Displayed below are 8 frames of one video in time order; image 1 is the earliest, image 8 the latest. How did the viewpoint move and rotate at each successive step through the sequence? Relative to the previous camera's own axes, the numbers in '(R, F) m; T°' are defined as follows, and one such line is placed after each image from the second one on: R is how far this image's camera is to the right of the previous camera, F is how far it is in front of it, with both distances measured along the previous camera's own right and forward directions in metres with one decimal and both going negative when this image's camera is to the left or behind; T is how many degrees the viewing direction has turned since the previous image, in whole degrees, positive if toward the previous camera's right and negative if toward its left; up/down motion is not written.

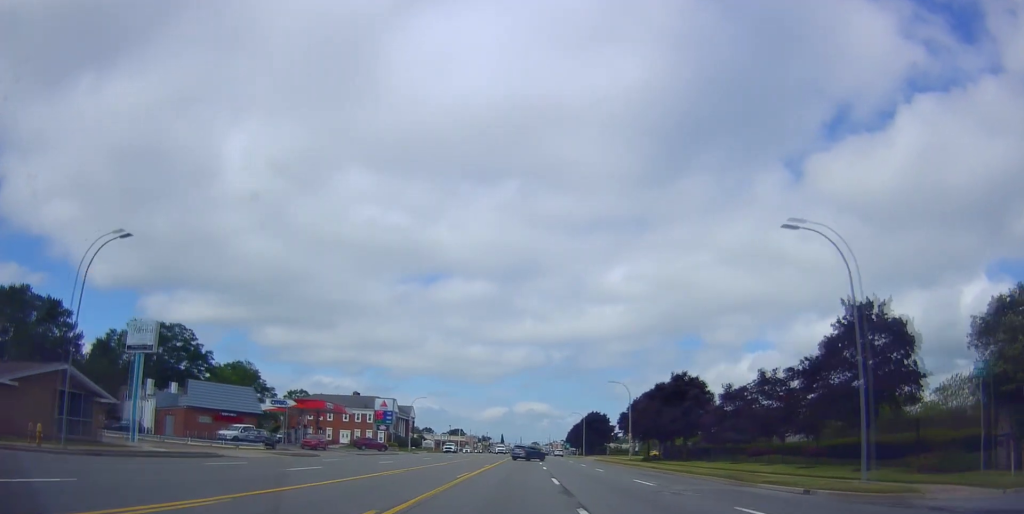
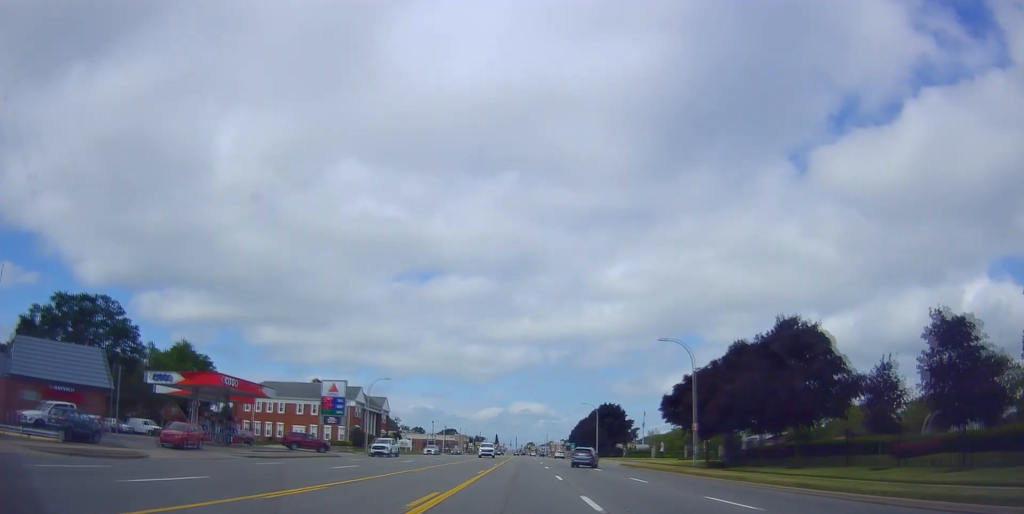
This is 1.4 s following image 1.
(-0.3, +24.9) m; -2°
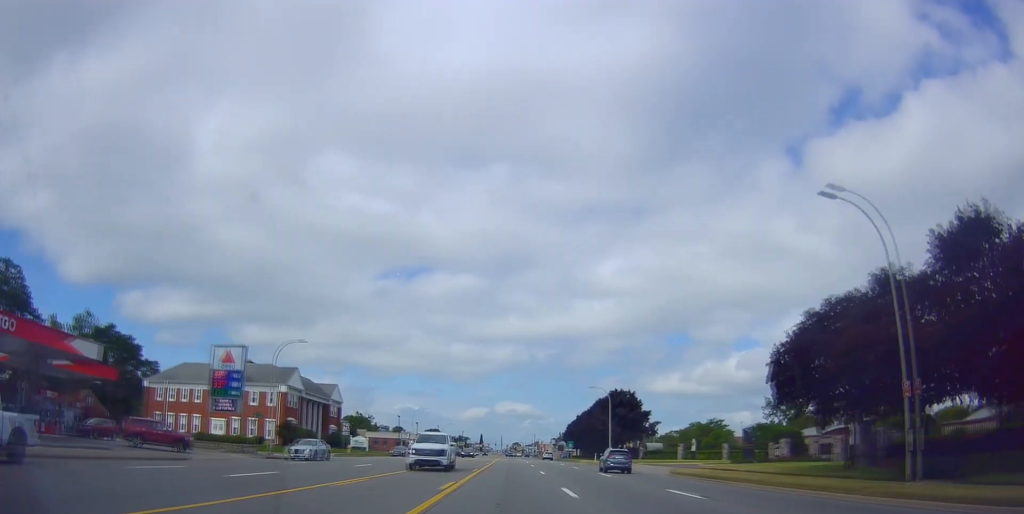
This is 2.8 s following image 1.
(+0.4, +24.4) m; +2°
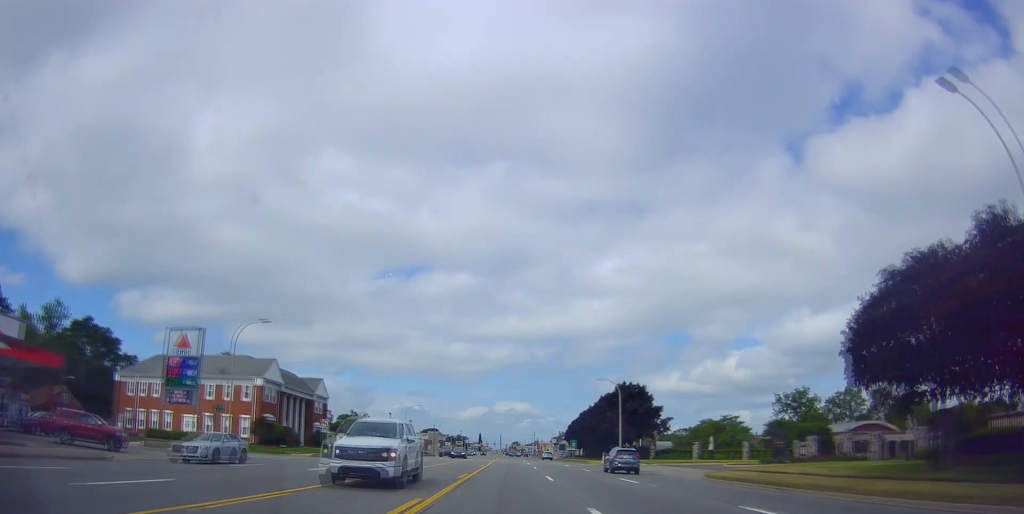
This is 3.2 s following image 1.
(+0.1, +7.0) m; +1°
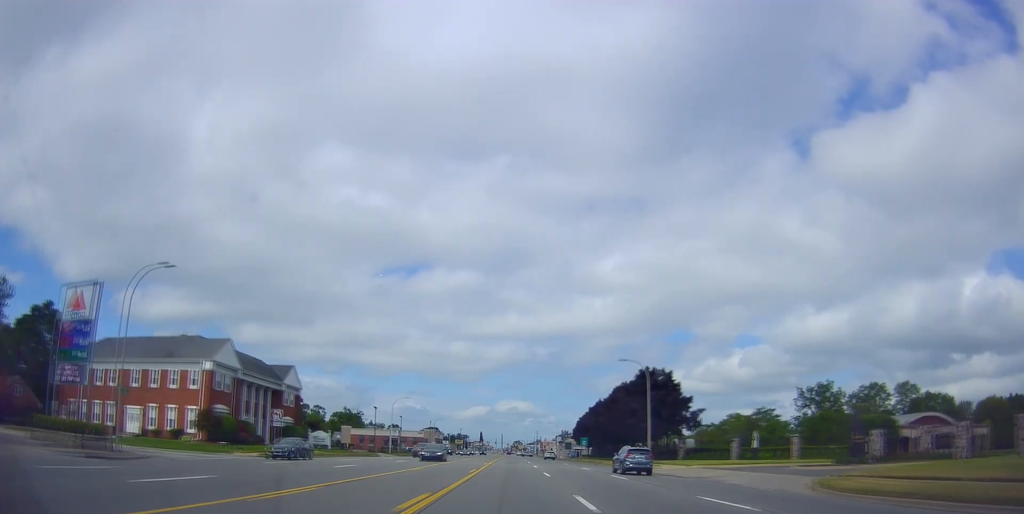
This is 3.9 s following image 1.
(+0.1, +12.4) m; 0°
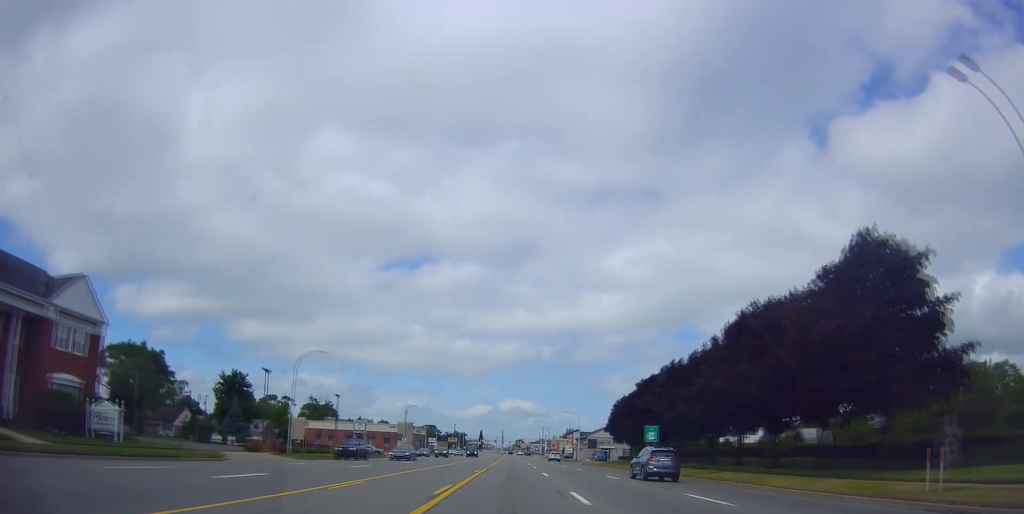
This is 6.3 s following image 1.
(-0.5, +42.1) m; 0°
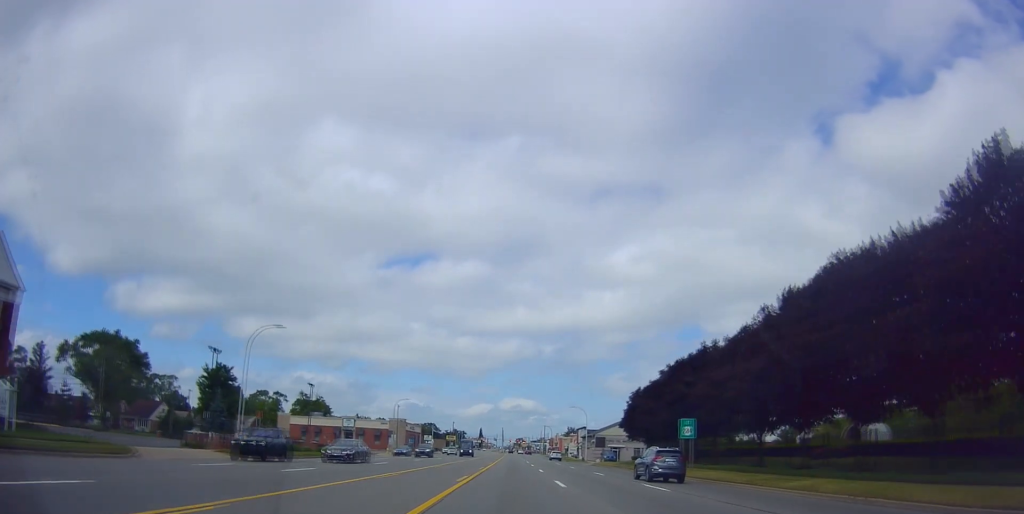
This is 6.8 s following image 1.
(+0.1, +9.9) m; 0°
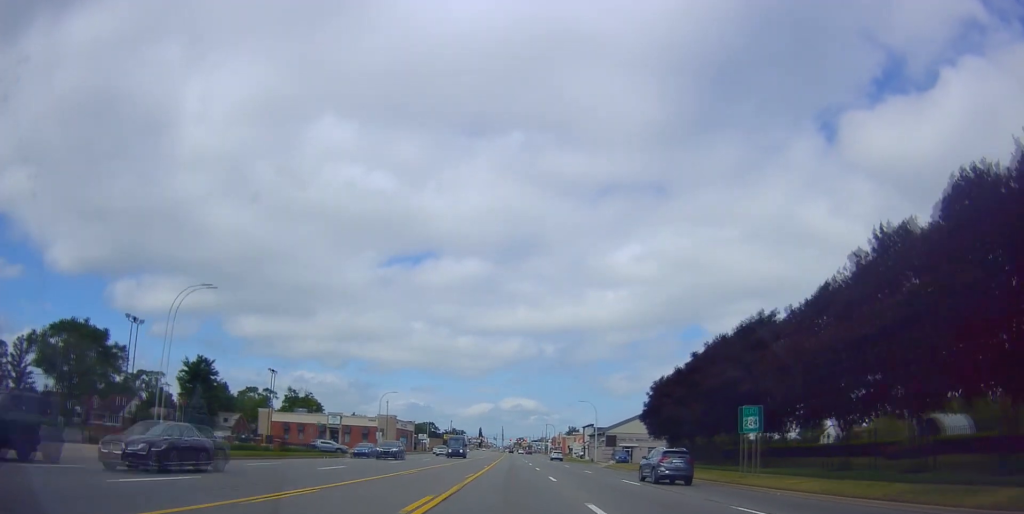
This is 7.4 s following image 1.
(0.0, +10.5) m; 0°
